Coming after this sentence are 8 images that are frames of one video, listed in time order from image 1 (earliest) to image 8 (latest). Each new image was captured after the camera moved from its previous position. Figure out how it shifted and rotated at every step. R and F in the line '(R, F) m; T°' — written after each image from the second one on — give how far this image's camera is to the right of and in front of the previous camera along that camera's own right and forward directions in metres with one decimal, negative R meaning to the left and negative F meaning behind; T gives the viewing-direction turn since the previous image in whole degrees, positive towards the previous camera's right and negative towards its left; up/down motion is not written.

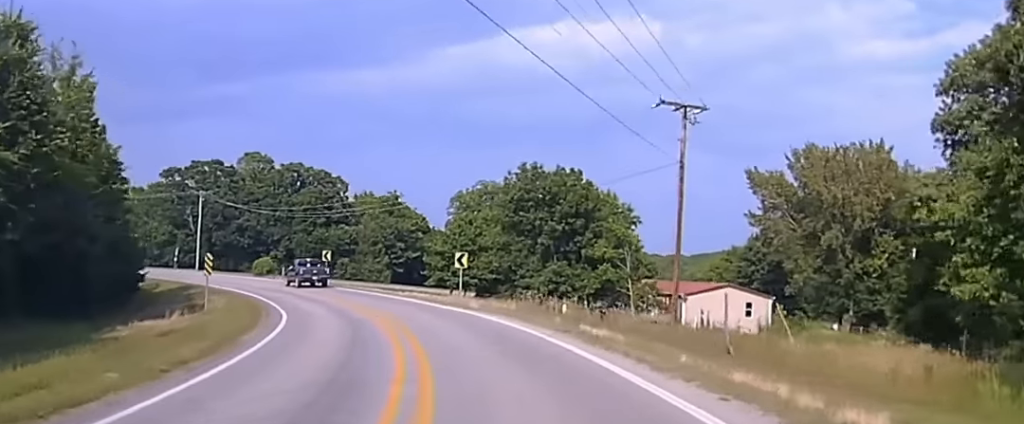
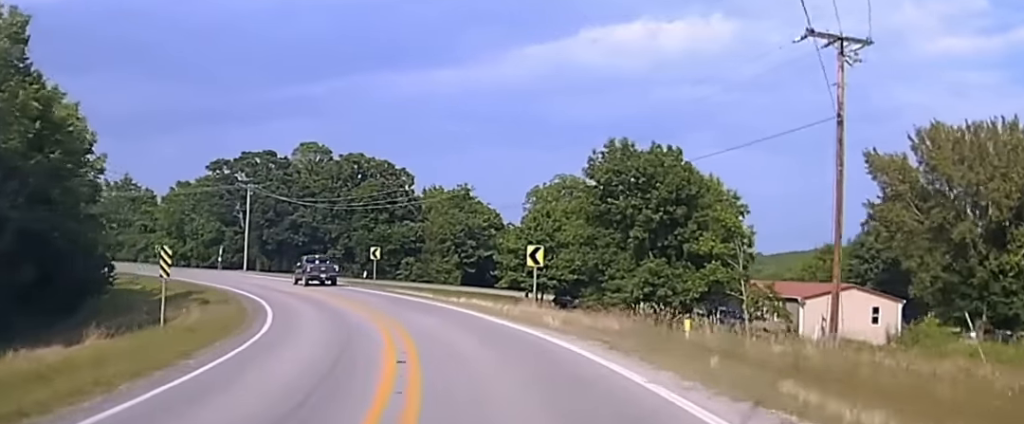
(-0.2, +12.1) m; -5°
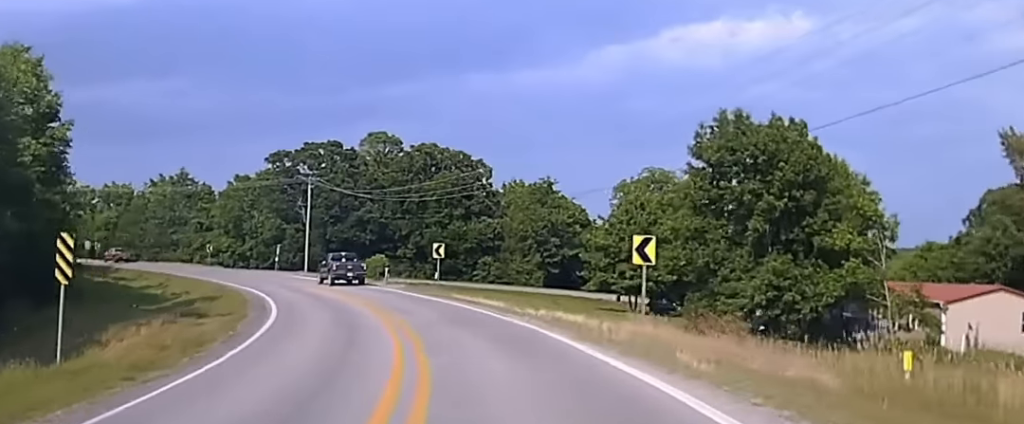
(-0.6, +10.2) m; -4°
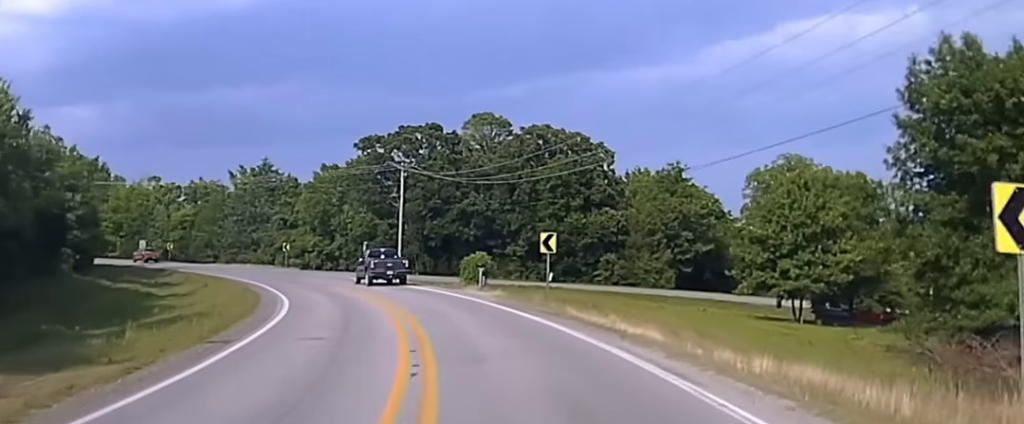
(-0.6, +14.3) m; -5°
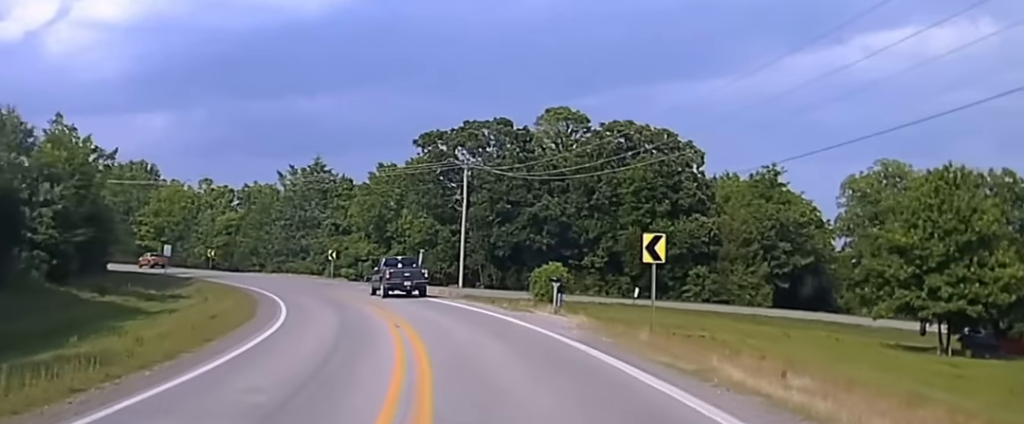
(-0.6, +12.0) m; -5°
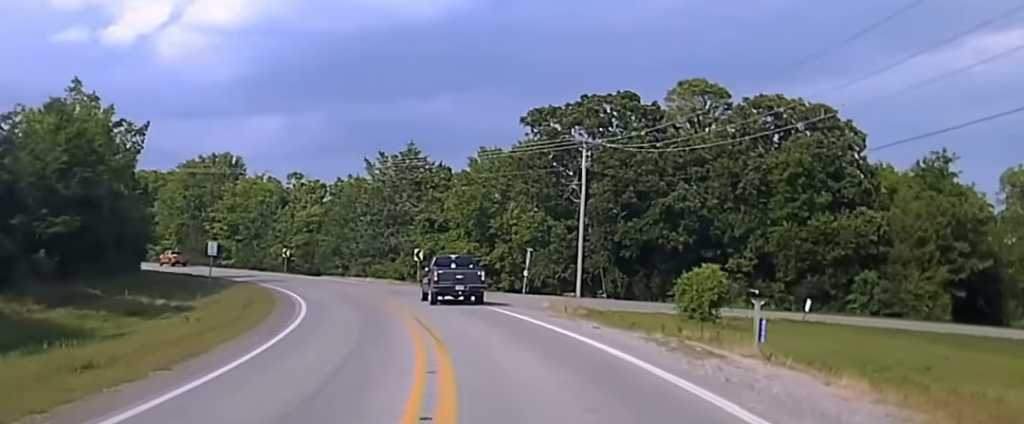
(-0.1, +16.3) m; -6°
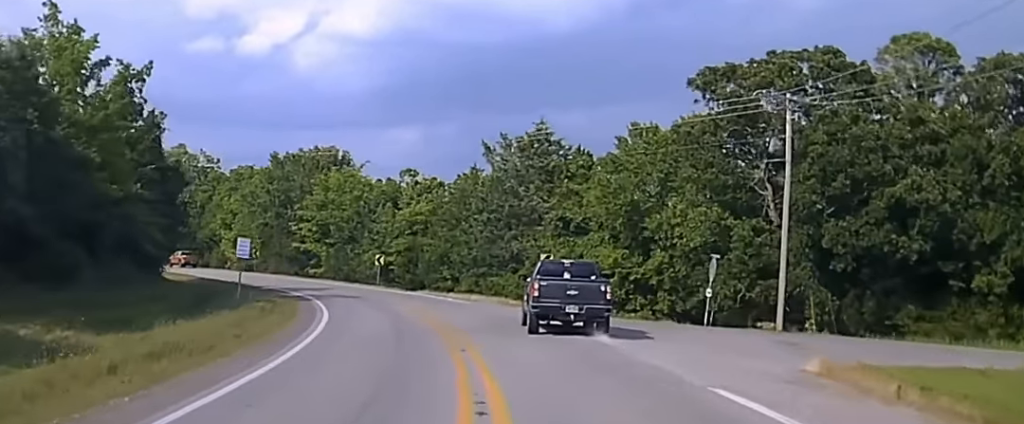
(-2.2, +22.6) m; -9°
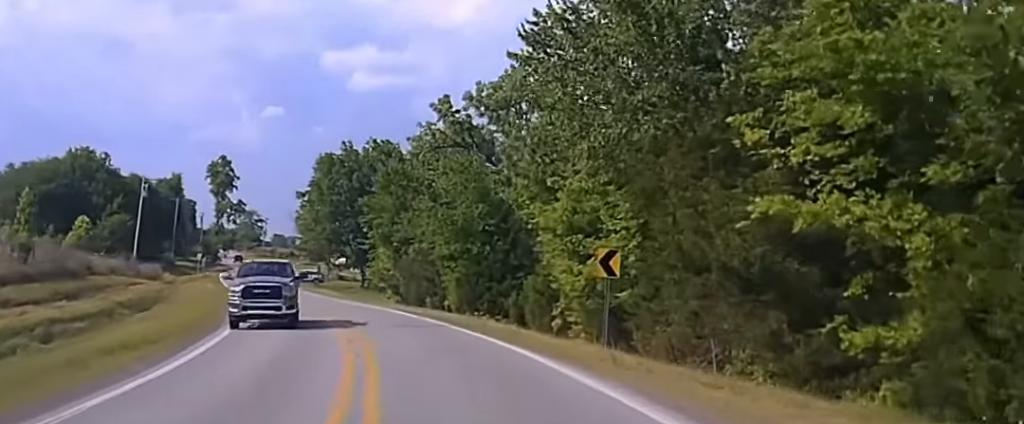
(-20.9, +90.8) m; -25°
